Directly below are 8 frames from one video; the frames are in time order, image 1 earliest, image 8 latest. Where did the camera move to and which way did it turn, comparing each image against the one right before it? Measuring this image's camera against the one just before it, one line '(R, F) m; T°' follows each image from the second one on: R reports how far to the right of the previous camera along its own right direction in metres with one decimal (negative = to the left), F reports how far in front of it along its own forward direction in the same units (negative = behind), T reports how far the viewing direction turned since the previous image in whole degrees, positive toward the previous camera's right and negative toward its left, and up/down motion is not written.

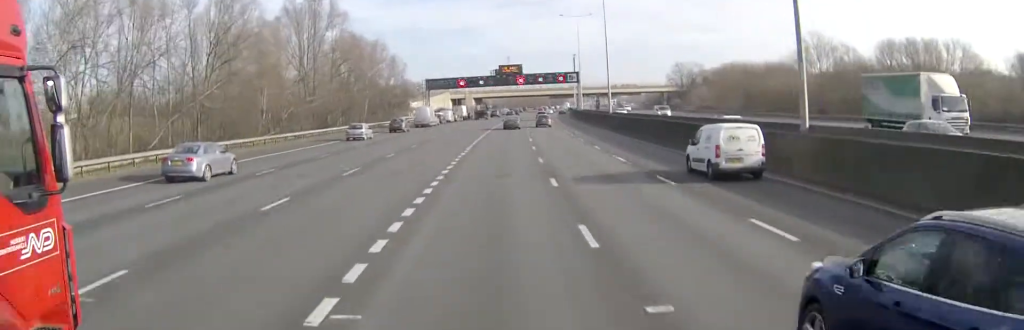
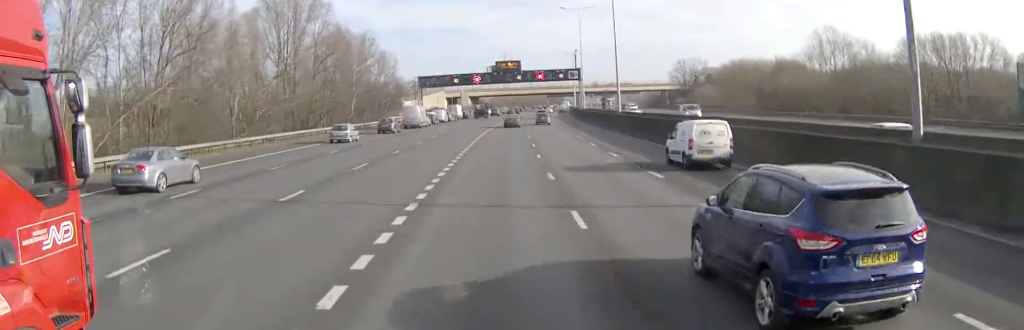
(0.0, +7.5) m; 0°
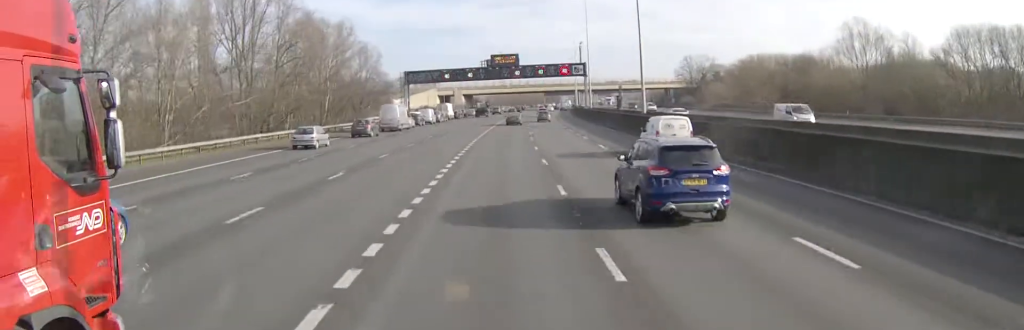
(0.0, +13.2) m; 0°
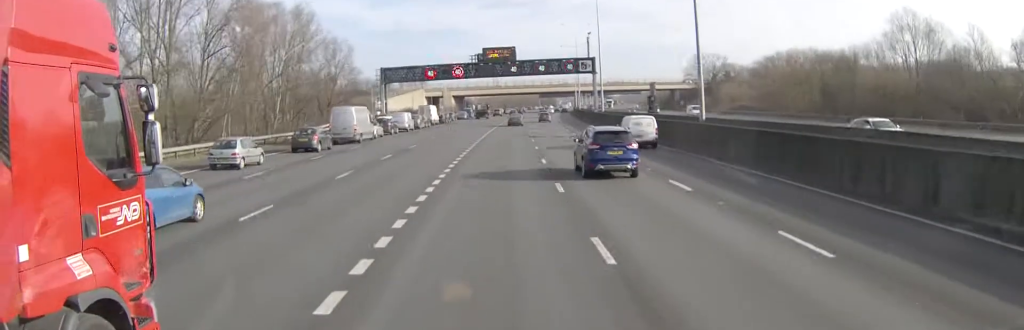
(+0.1, +17.4) m; 0°
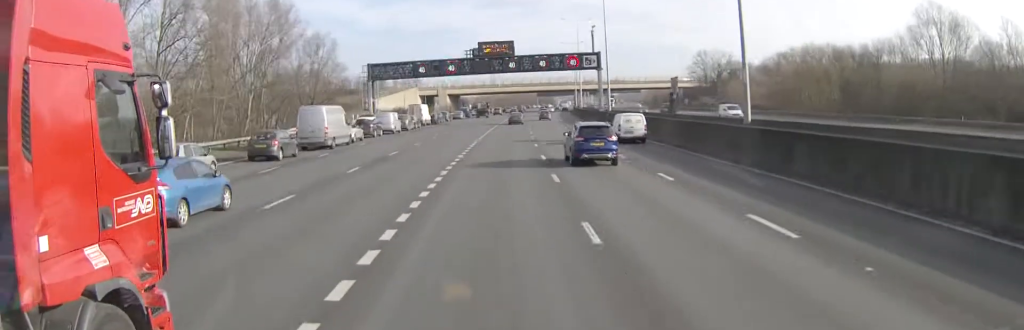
(0.0, +7.5) m; 0°
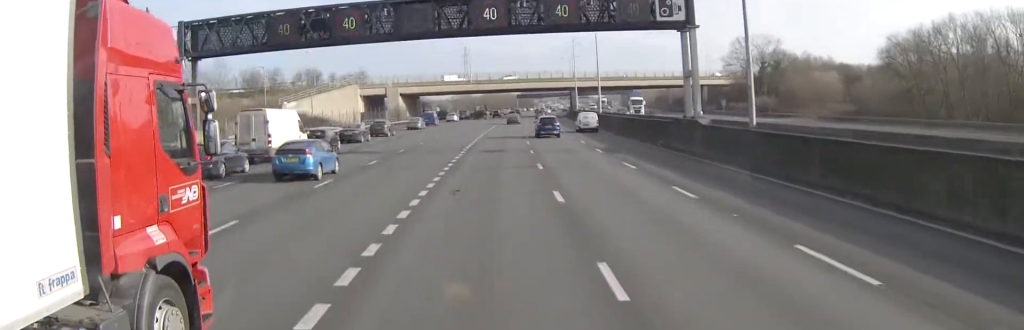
(+0.9, +49.6) m; +2°
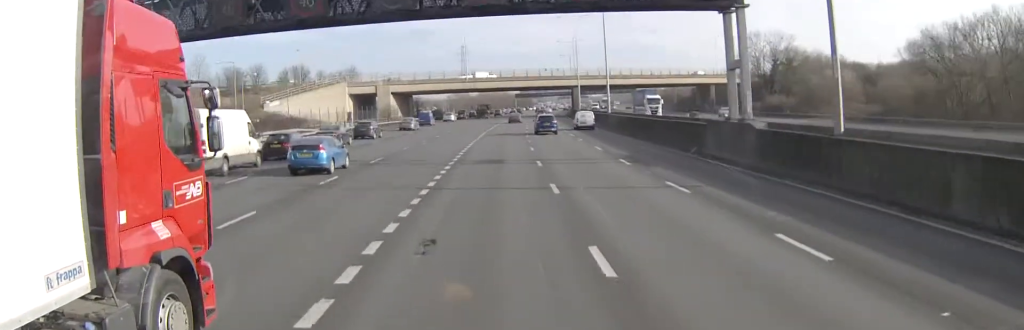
(0.0, +8.1) m; 0°
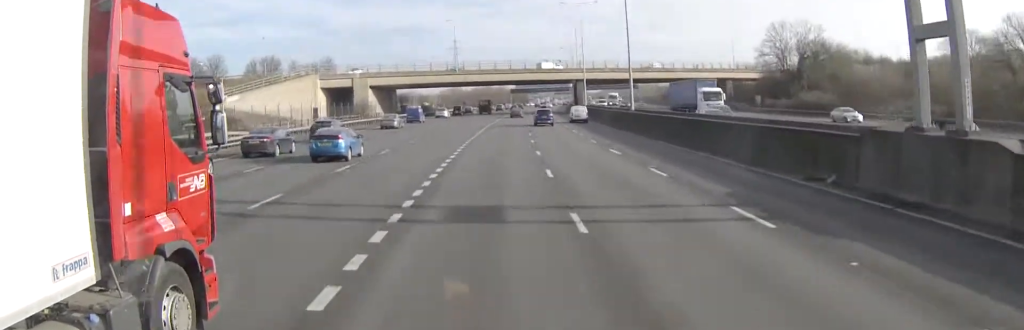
(0.0, +15.9) m; +1°
